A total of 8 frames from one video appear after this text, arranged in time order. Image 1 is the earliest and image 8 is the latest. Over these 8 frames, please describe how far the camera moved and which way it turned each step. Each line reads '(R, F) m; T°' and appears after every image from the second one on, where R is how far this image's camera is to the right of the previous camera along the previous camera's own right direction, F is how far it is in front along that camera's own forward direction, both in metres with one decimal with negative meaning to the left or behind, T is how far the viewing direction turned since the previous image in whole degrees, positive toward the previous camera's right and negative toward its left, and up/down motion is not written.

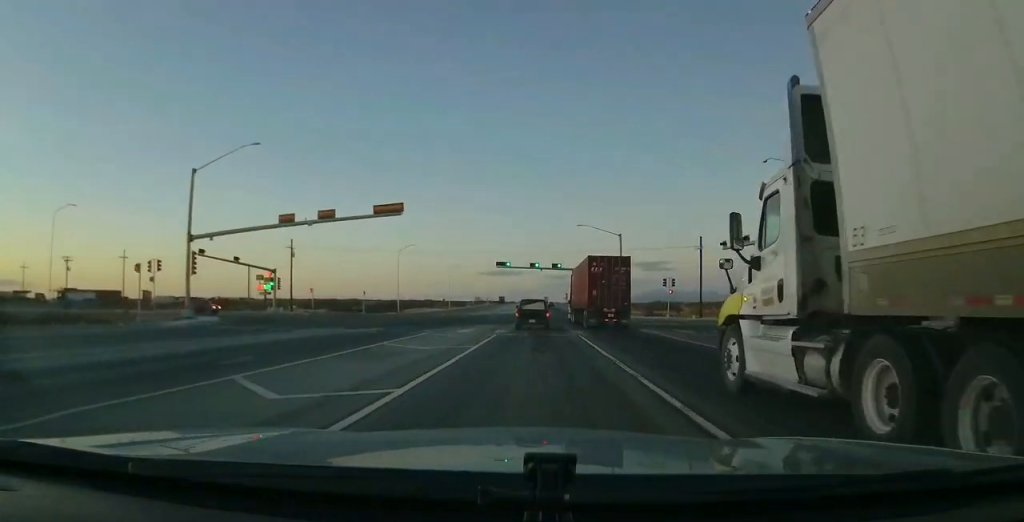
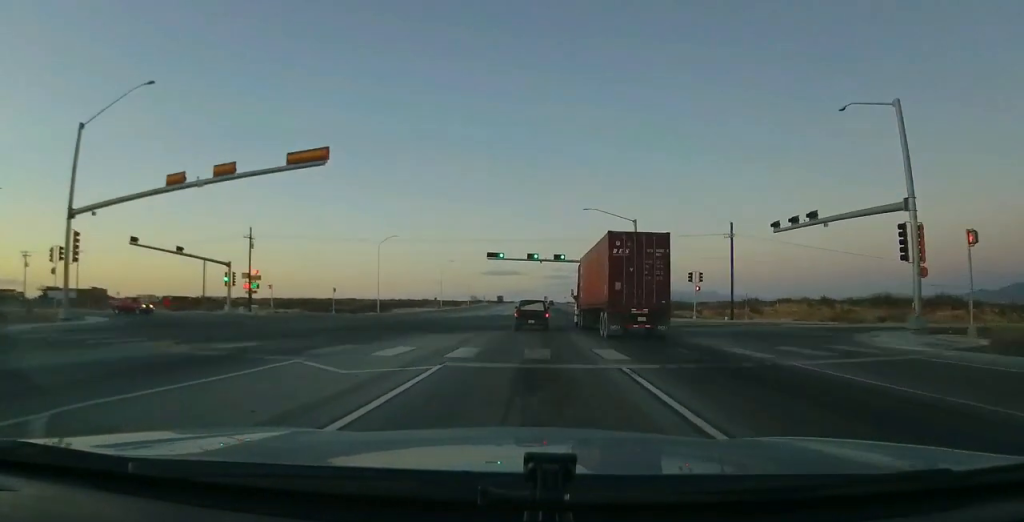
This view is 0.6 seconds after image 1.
(+0.1, +13.1) m; -1°
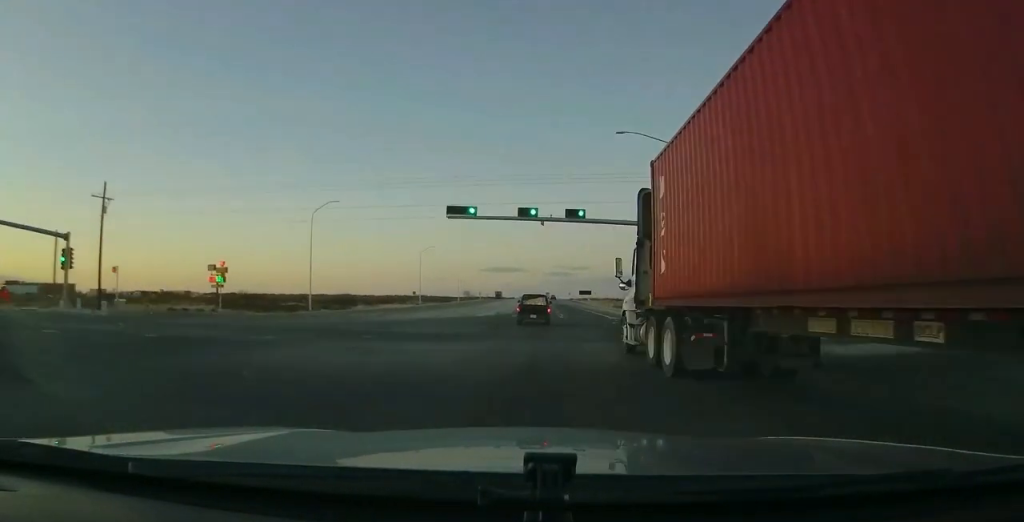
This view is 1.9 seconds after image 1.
(-0.6, +29.1) m; -1°
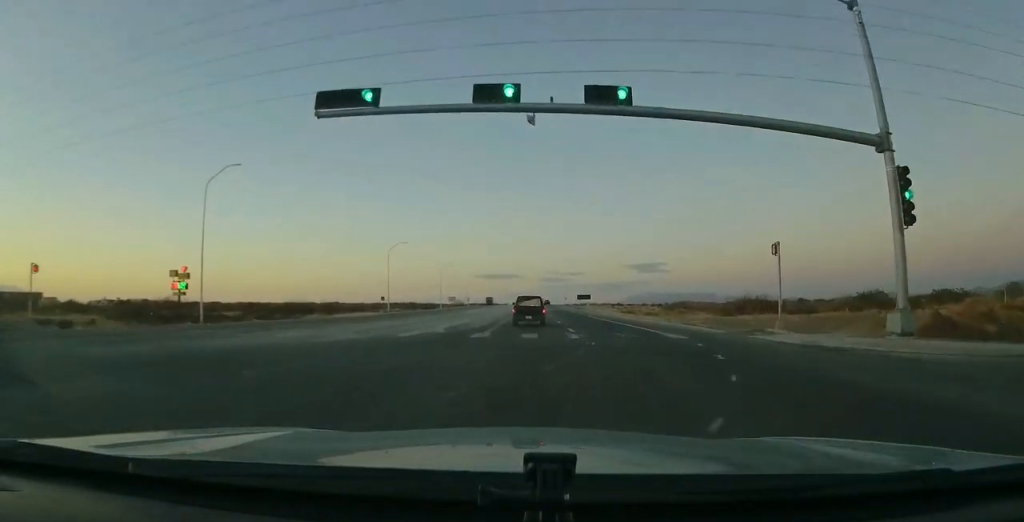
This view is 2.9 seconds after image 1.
(+0.2, +21.9) m; +1°
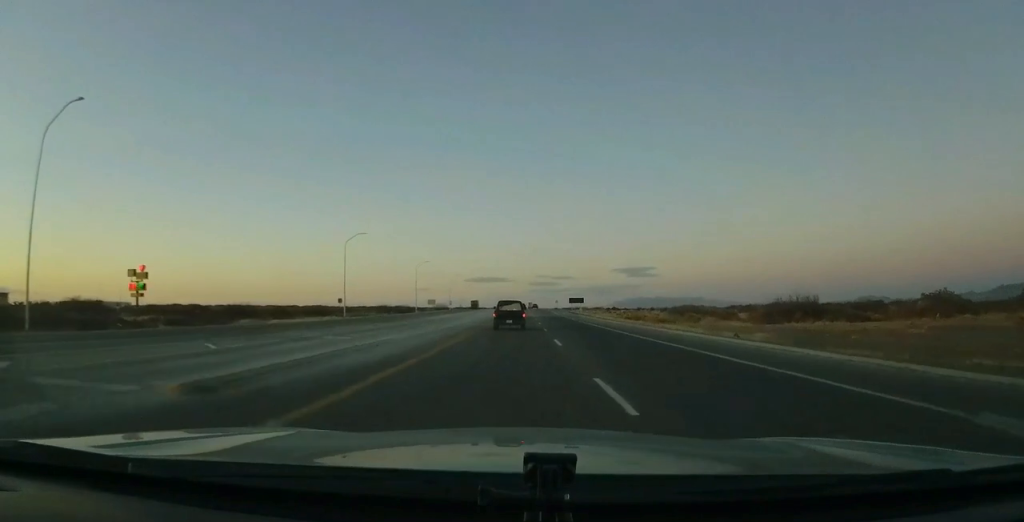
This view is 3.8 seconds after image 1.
(+0.2, +18.3) m; +1°
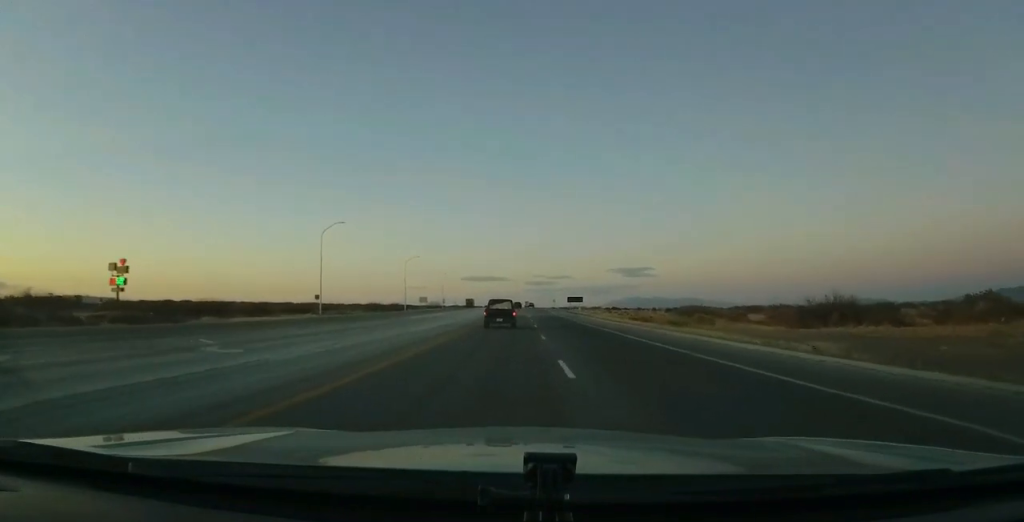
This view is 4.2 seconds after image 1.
(0.0, +8.8) m; 0°
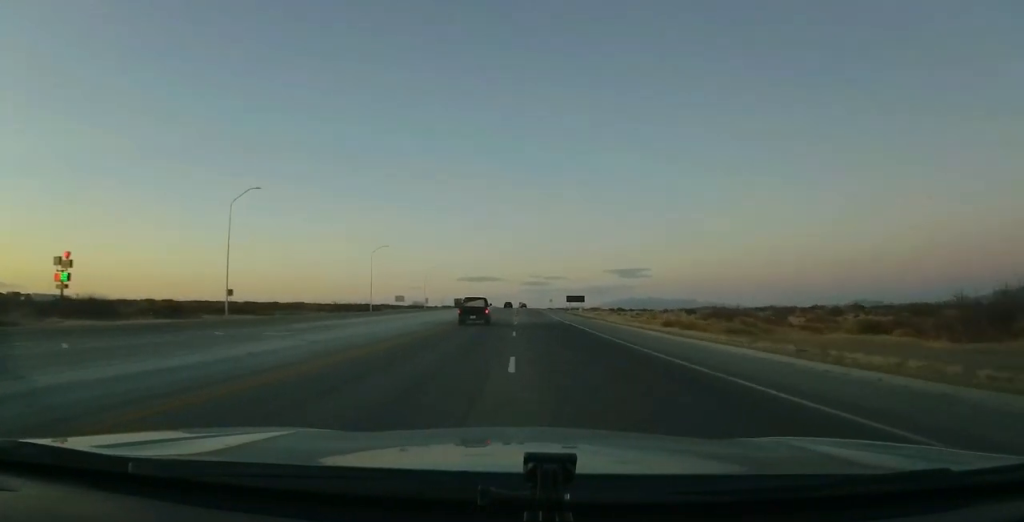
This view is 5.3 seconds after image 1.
(+0.4, +24.2) m; +1°
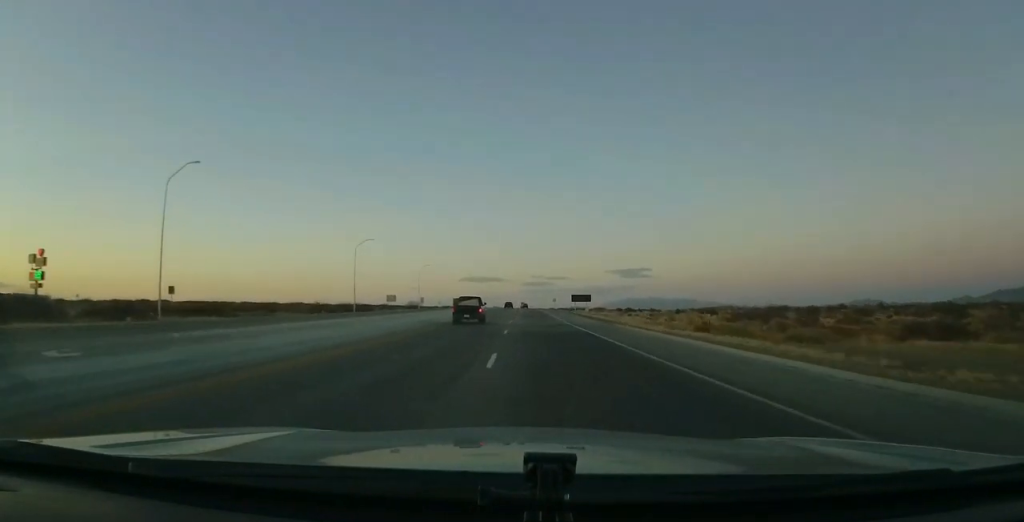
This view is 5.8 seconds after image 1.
(0.0, +11.7) m; -1°
